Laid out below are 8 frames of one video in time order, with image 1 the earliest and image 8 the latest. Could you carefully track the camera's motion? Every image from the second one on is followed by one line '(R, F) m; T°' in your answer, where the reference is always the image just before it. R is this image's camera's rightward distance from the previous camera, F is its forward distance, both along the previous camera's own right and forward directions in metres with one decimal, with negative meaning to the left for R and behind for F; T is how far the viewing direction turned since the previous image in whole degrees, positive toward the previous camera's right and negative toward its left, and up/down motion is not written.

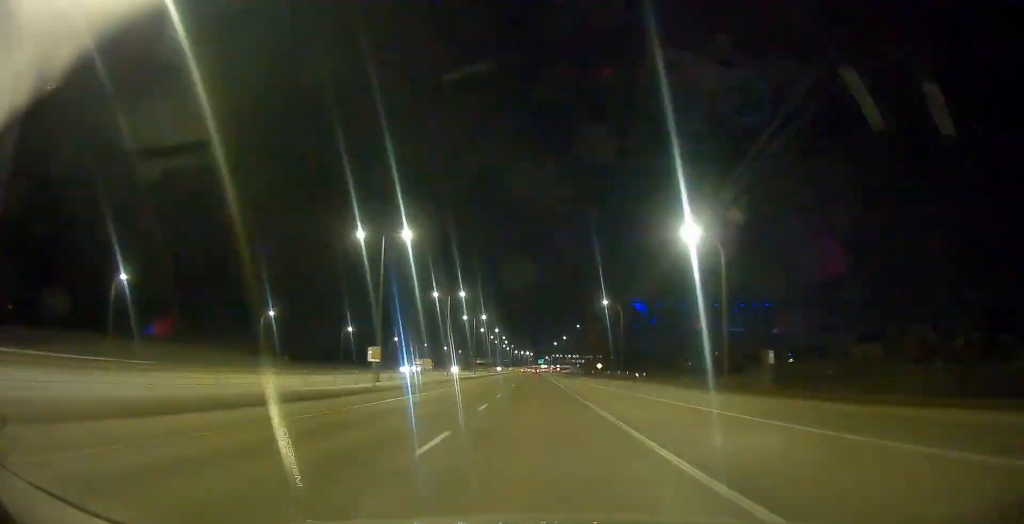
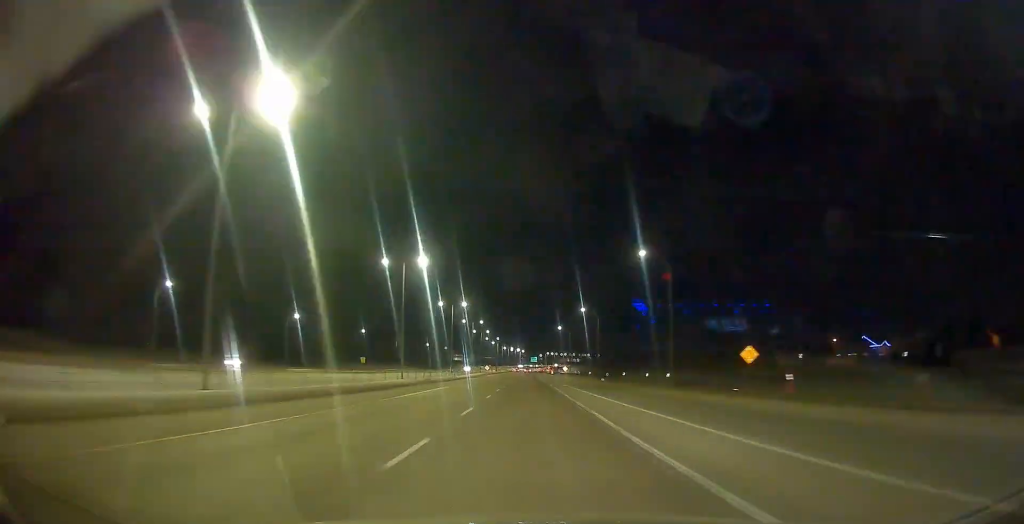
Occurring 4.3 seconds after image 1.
(0.0, +101.0) m; 0°
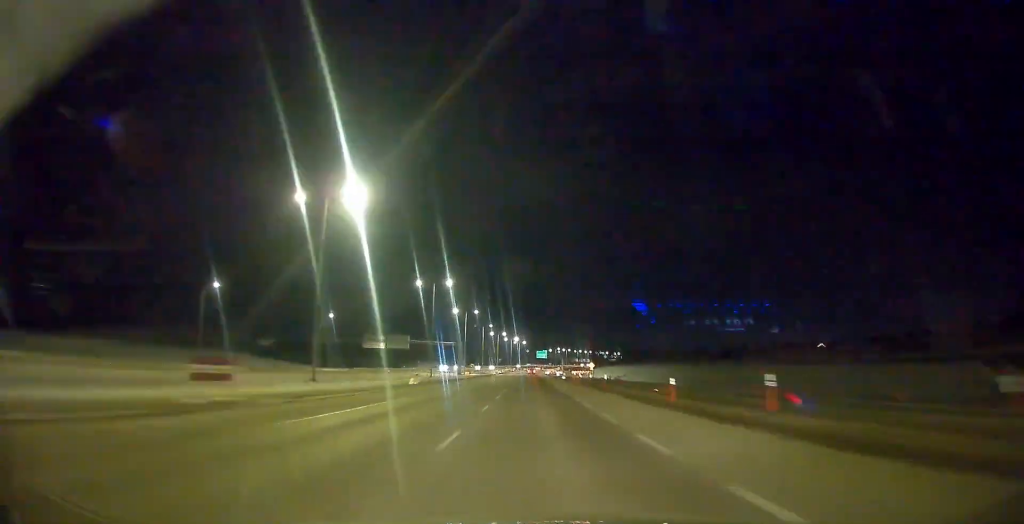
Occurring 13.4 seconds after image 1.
(+0.9, +232.7) m; +2°
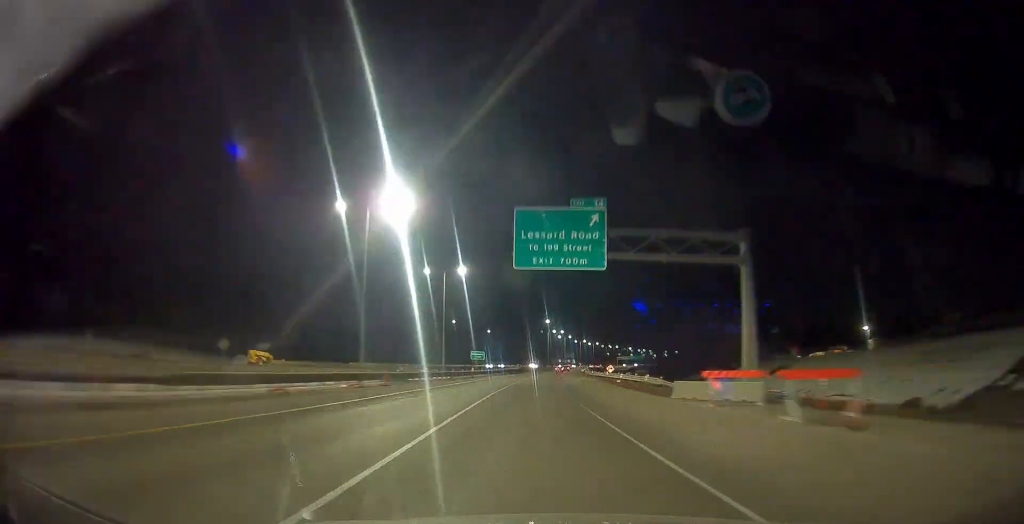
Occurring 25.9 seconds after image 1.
(+26.4, +404.9) m; +9°
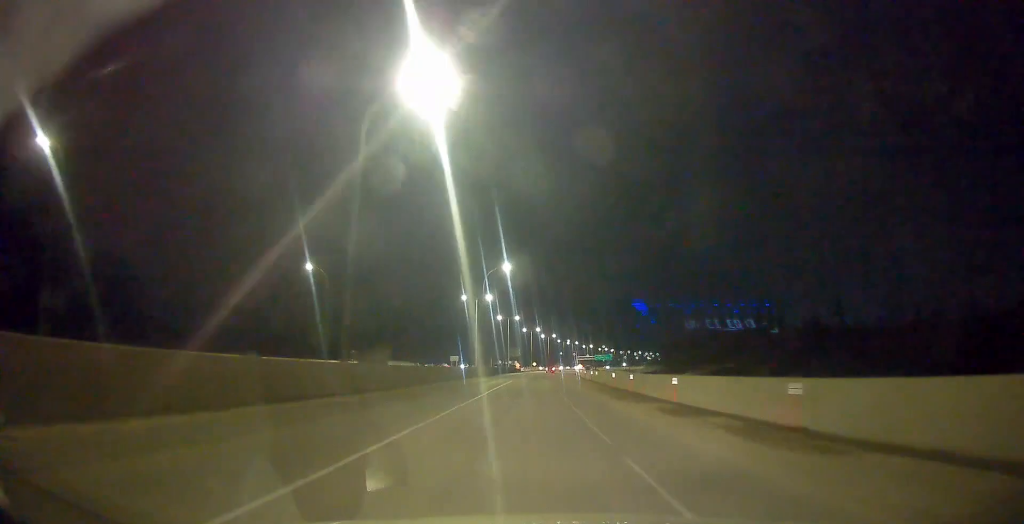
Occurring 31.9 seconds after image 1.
(+7.2, +207.4) m; +6°
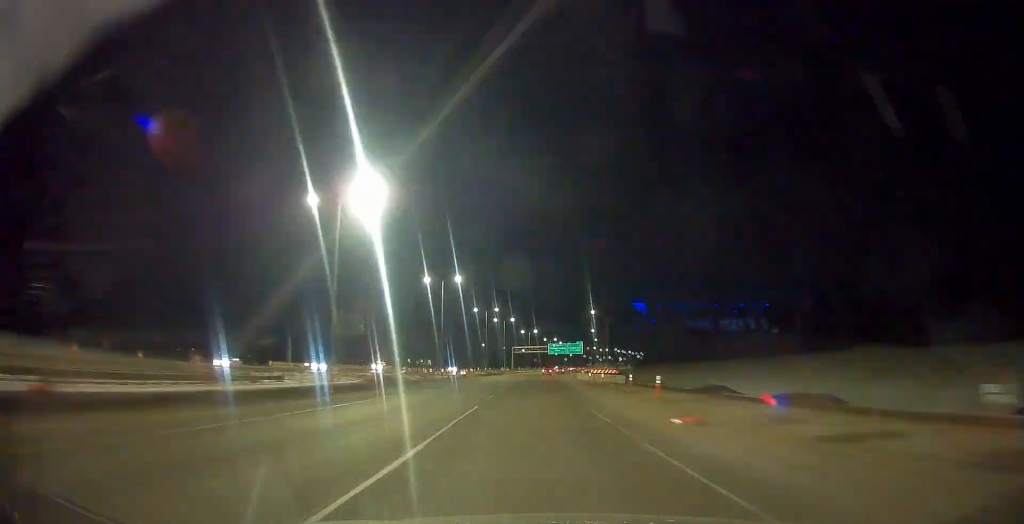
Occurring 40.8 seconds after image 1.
(+19.6, +246.6) m; +8°
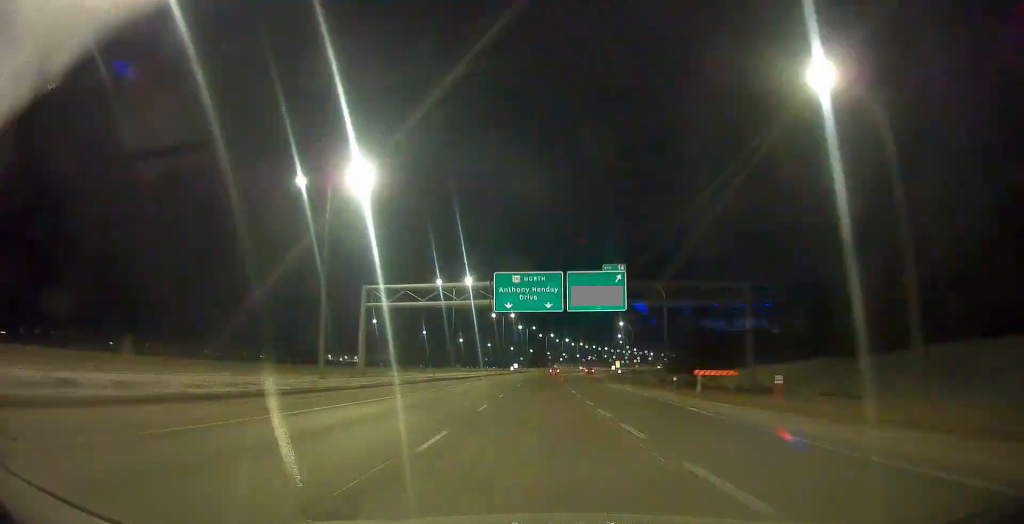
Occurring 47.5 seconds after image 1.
(+7.5, +106.4) m; +5°
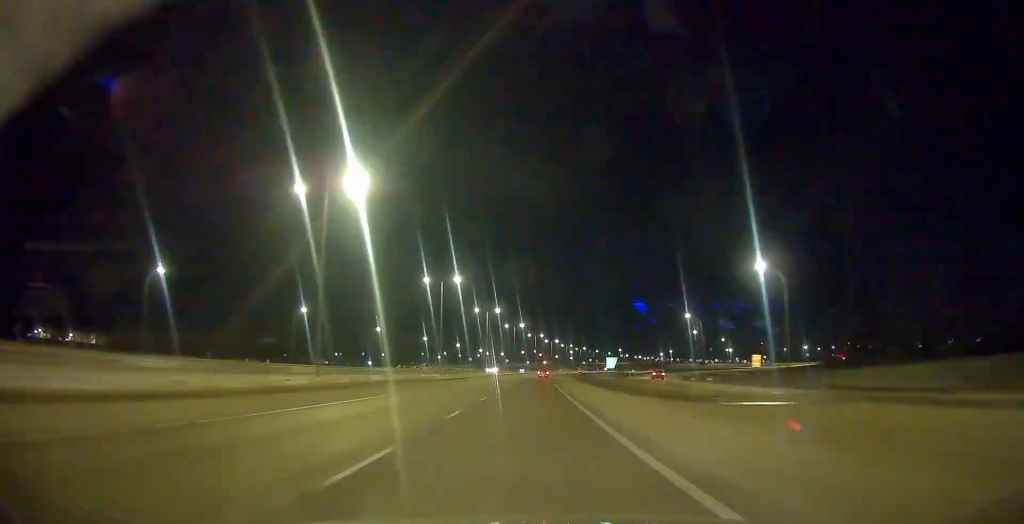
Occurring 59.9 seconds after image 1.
(+17.2, +260.2) m; +8°
